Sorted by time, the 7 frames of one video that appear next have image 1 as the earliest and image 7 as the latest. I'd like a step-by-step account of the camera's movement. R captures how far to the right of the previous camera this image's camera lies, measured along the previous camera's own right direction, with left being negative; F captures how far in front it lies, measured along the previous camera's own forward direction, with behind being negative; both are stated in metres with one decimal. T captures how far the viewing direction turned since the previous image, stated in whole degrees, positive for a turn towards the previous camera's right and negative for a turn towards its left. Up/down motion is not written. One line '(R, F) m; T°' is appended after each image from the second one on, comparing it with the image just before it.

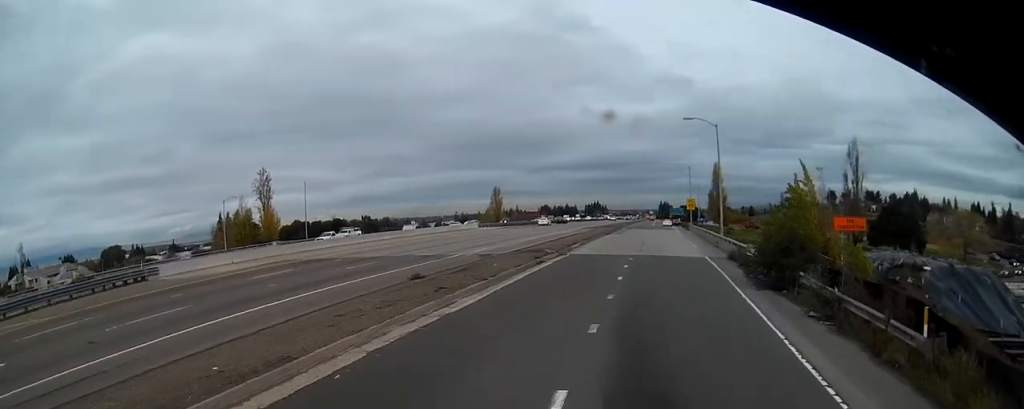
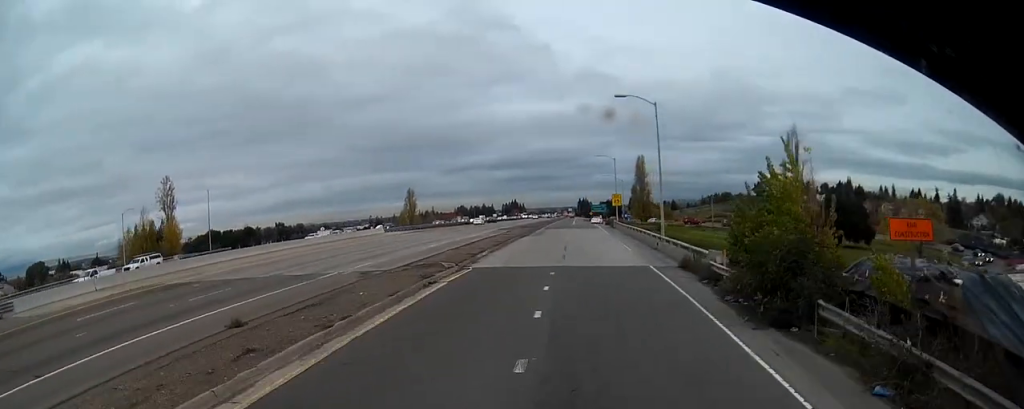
(+0.2, +7.0) m; +7°
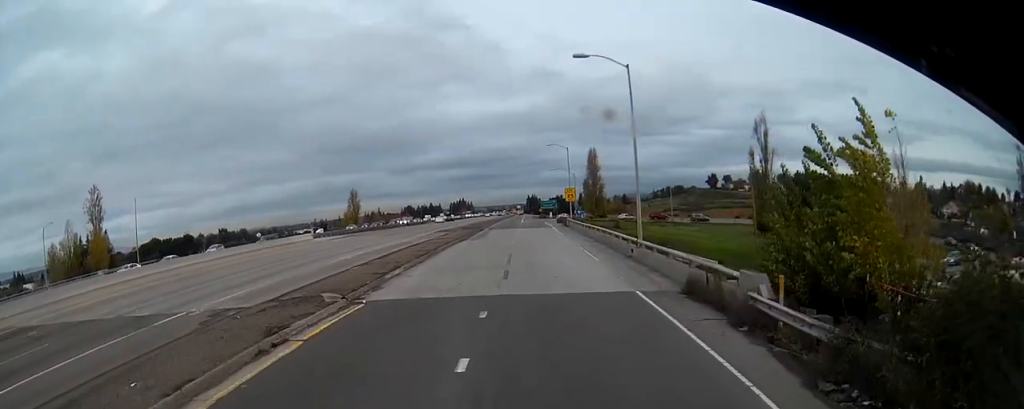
(+0.9, +8.5) m; +7°
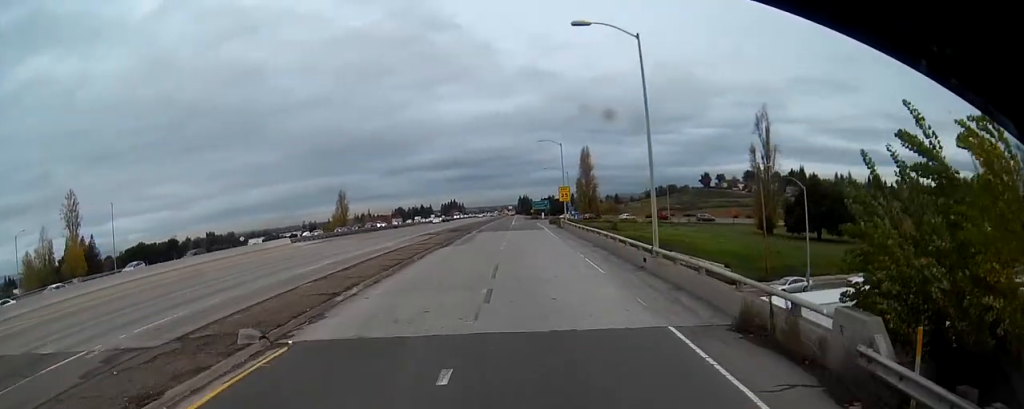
(+0.2, +4.8) m; +3°
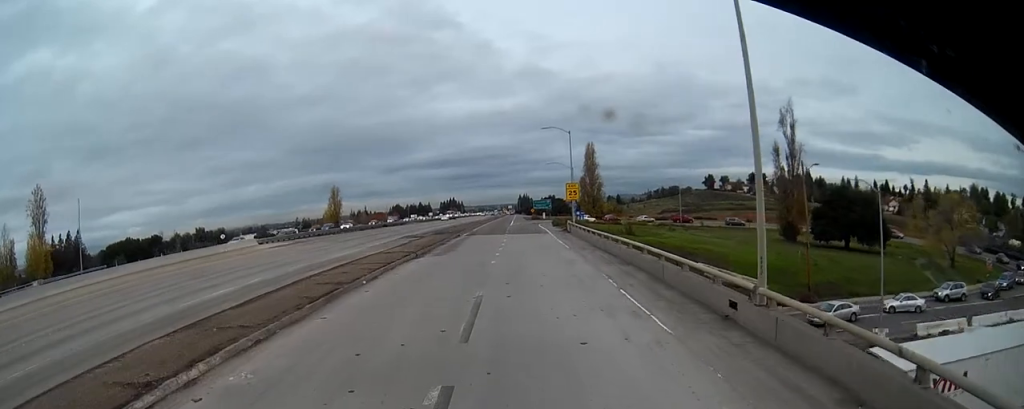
(+0.3, +9.4) m; +4°
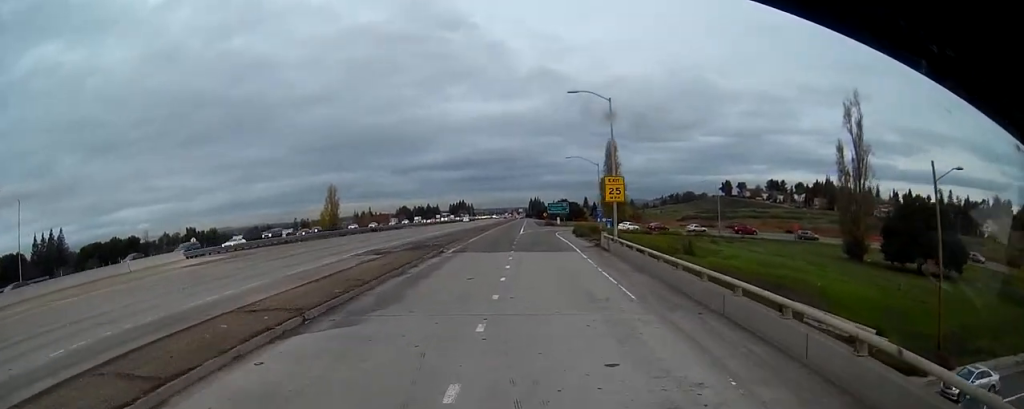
(+1.0, +17.0) m; +4°
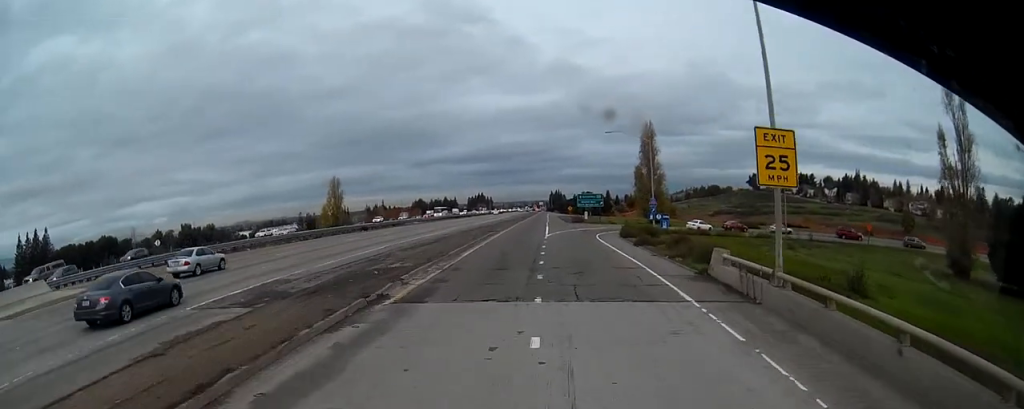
(-1.0, +21.1) m; -4°
